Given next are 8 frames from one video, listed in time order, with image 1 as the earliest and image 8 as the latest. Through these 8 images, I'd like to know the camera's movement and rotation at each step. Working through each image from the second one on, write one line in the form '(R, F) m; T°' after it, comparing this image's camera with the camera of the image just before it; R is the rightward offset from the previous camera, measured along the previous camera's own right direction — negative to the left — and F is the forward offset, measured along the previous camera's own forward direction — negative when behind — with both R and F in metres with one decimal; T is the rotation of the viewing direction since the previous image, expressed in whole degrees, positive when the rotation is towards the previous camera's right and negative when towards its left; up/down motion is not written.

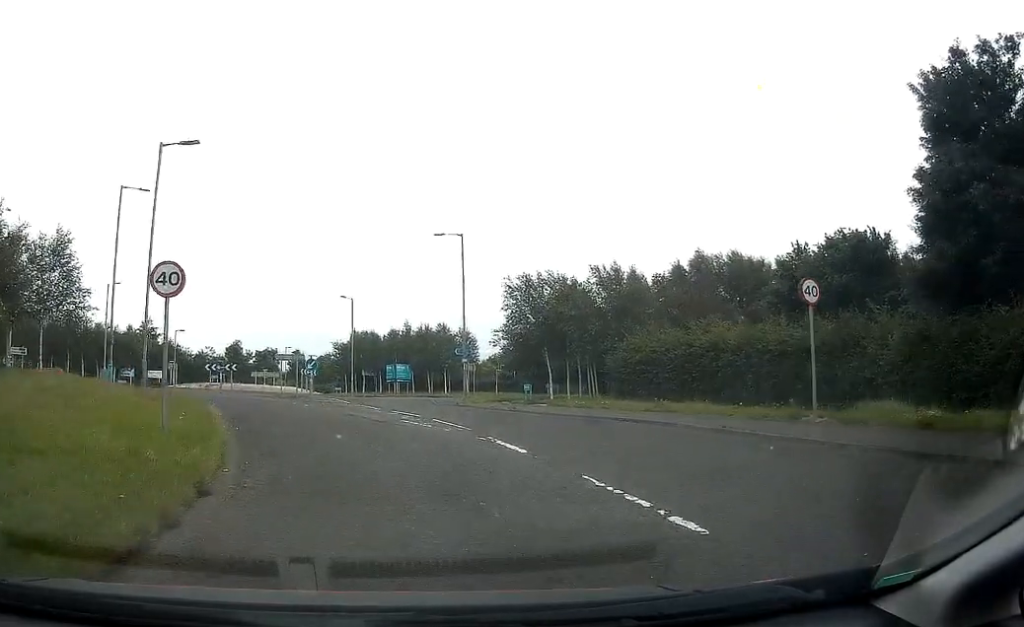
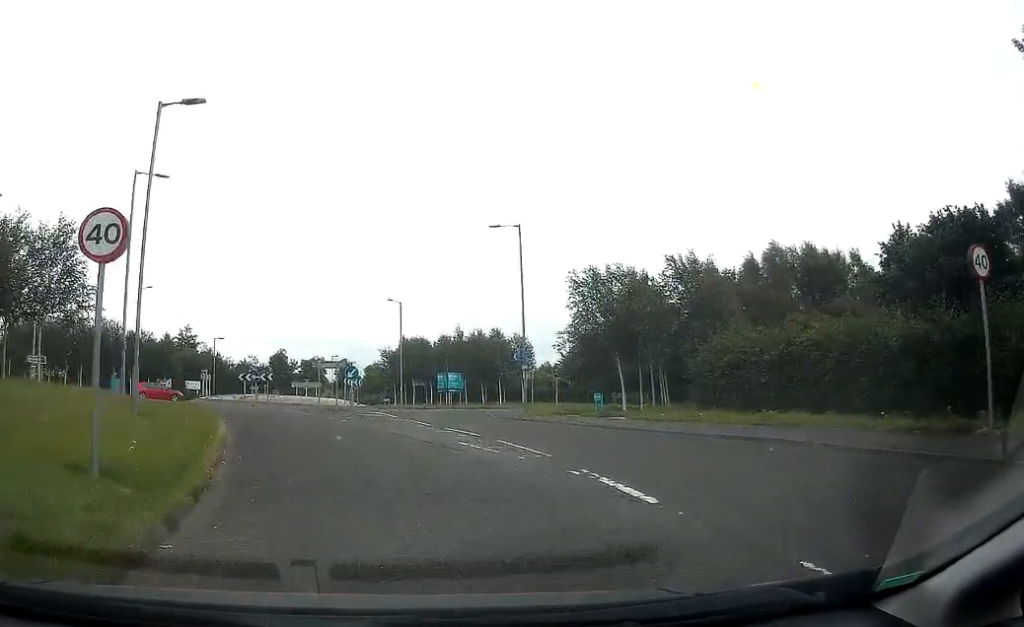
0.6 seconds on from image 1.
(-0.6, +4.5) m; -4°
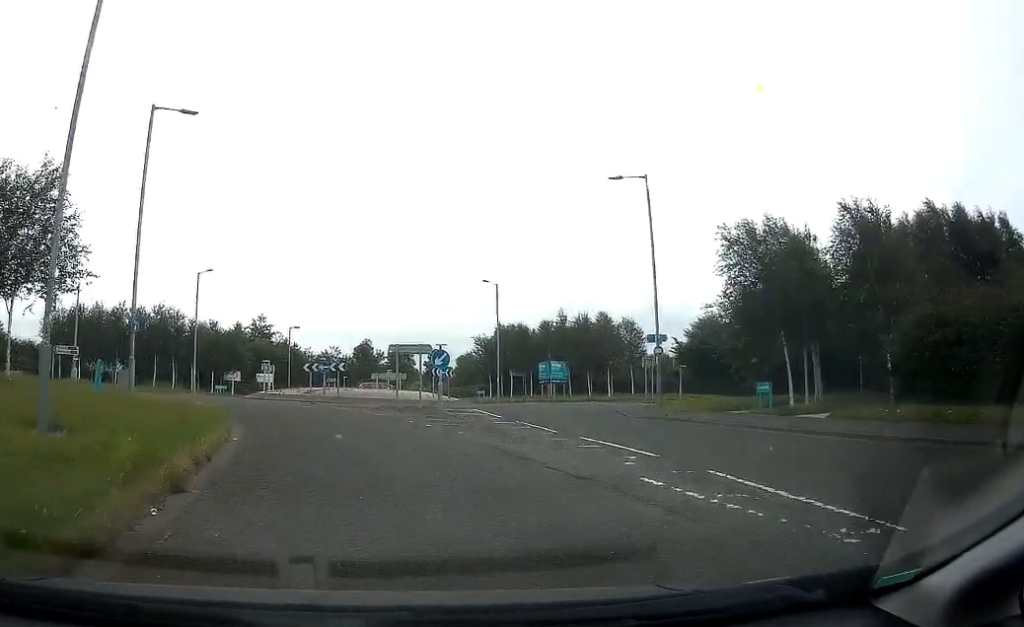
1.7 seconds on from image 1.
(-0.3, +7.8) m; -5°
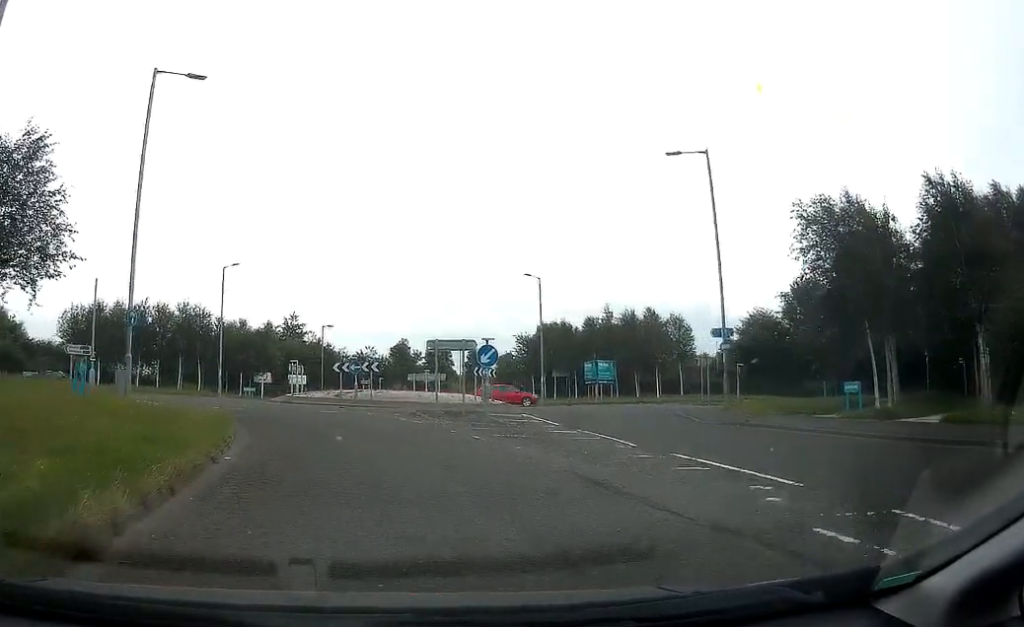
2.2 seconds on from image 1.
(0.0, +3.3) m; -3°
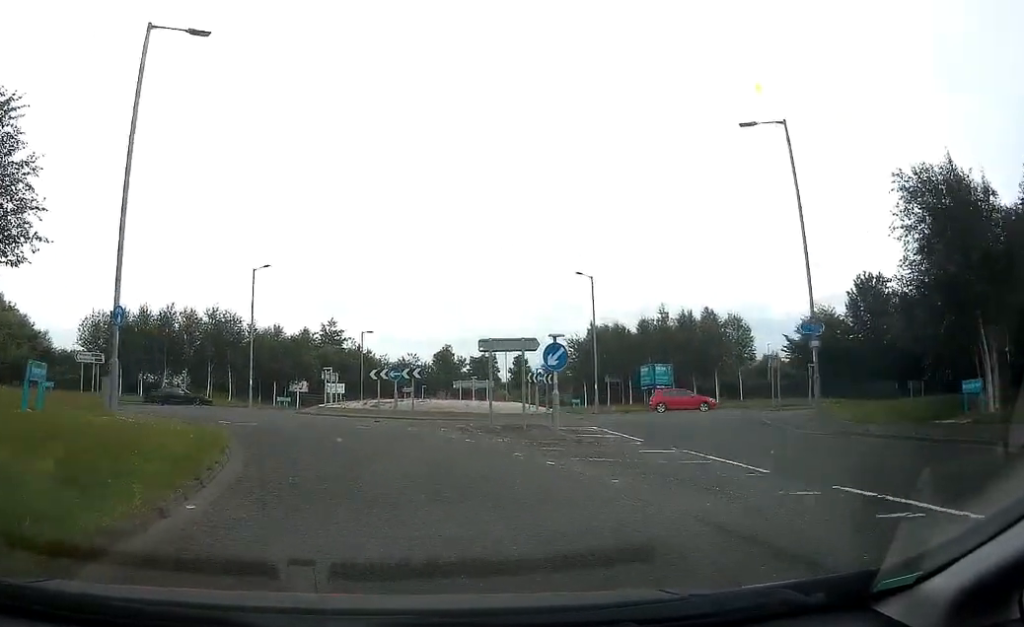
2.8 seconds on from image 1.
(-0.2, +3.8) m; -7°
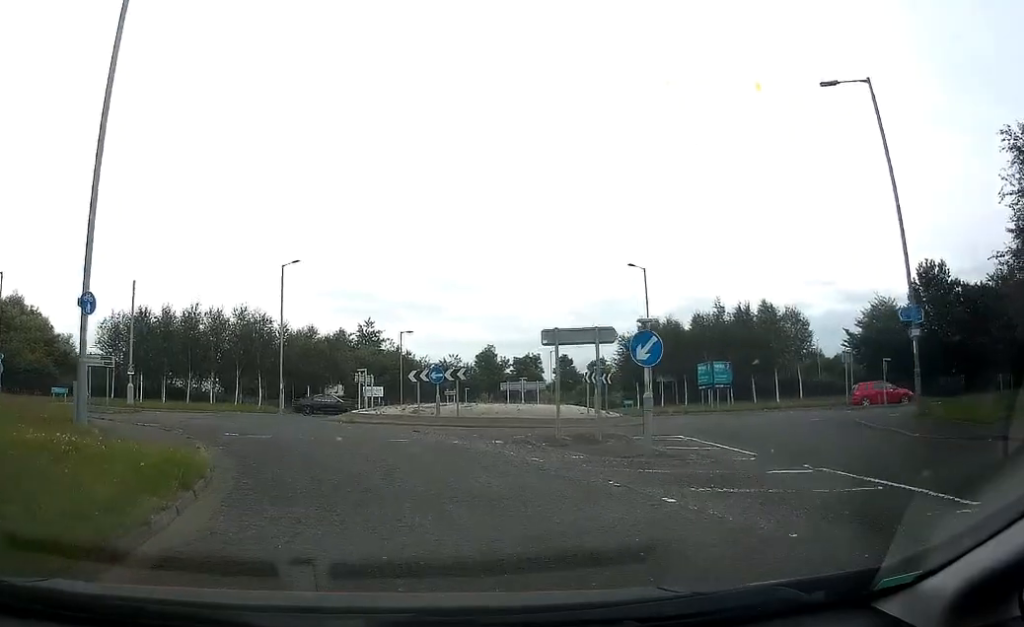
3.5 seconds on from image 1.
(-0.3, +3.5) m; -4°
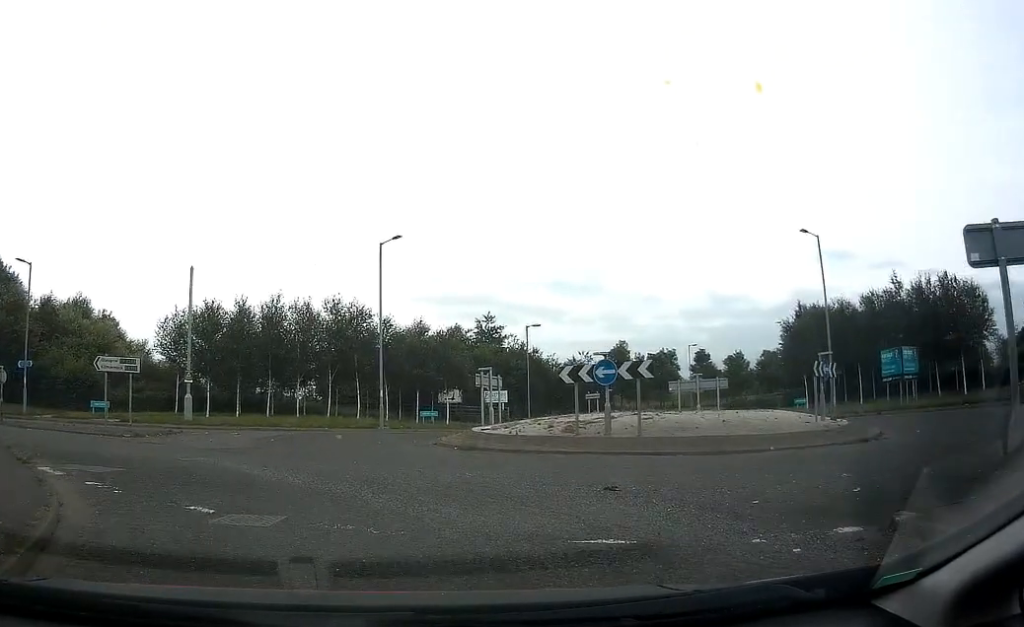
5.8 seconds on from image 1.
(-1.2, +9.3) m; -16°
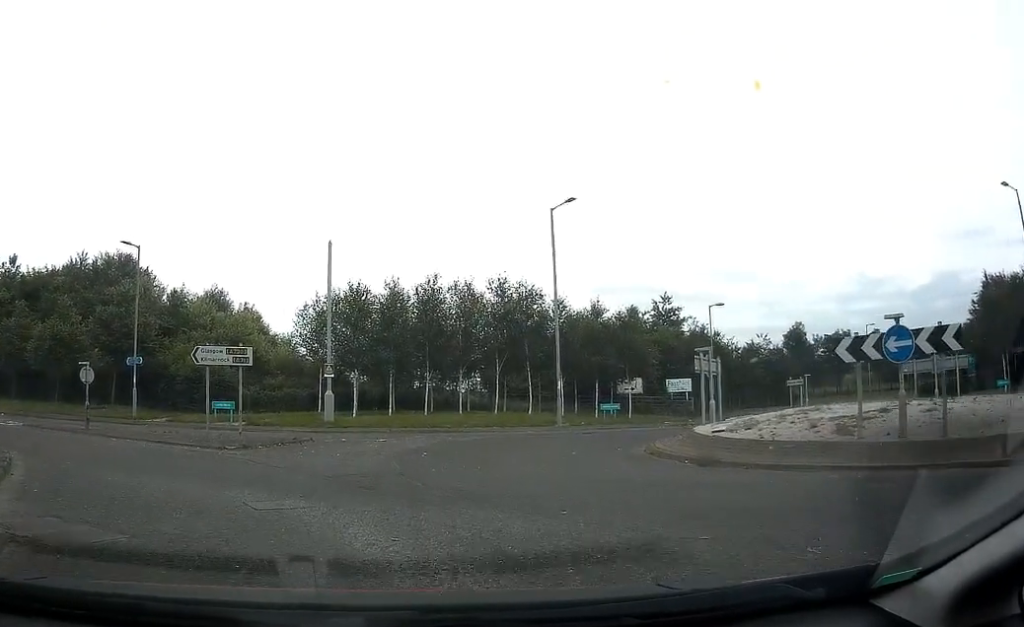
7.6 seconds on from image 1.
(-0.6, +6.3) m; -15°
